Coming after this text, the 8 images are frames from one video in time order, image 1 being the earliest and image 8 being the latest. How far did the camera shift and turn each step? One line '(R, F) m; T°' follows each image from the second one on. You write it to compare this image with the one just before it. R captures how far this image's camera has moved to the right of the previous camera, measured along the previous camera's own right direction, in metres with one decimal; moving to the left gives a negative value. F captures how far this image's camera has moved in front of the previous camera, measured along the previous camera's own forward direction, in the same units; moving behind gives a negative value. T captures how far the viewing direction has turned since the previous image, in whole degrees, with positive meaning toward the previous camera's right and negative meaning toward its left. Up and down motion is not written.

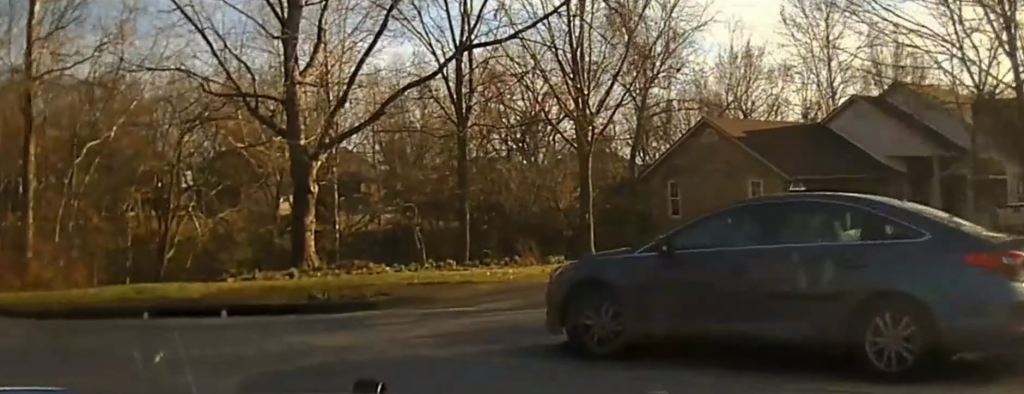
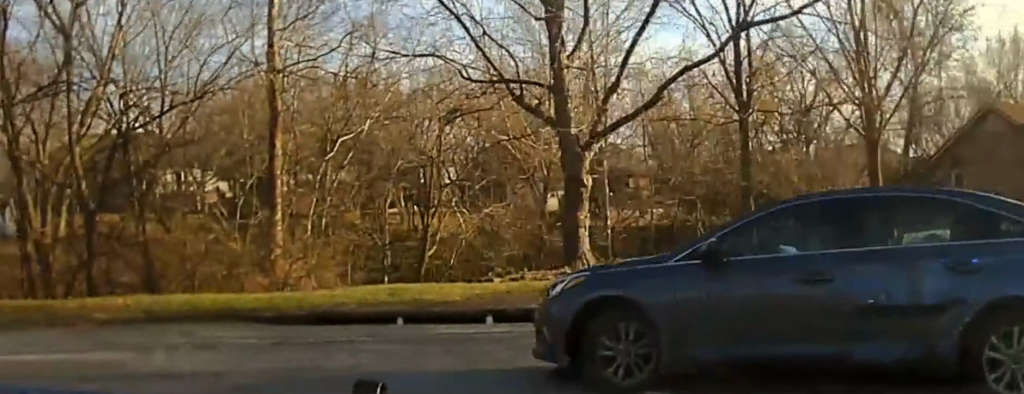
(-0.3, +1.9) m; -11°
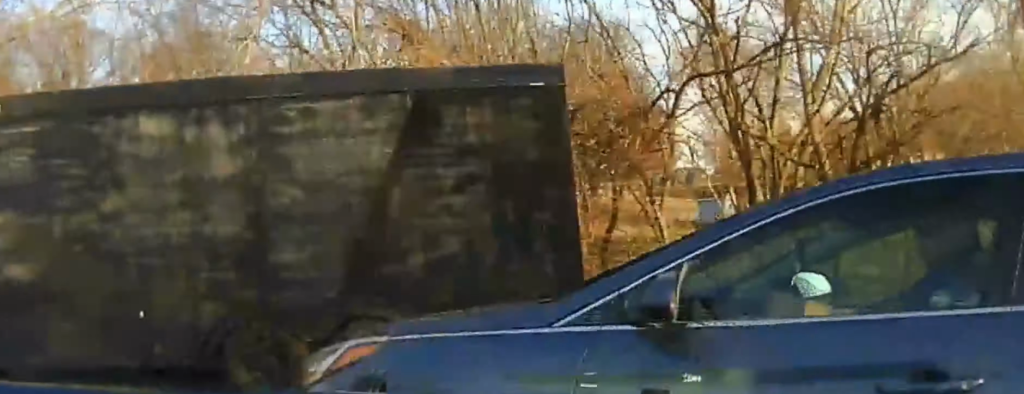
(-0.5, +2.9) m; -24°
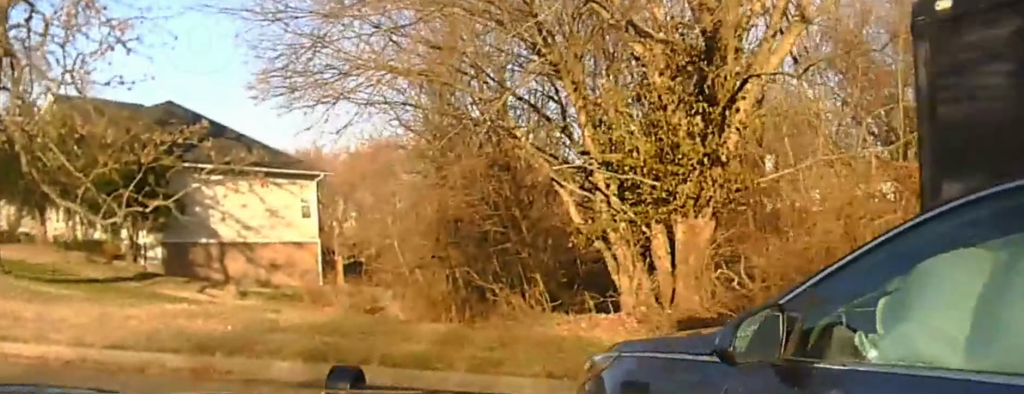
(-0.9, +2.9) m; -32°
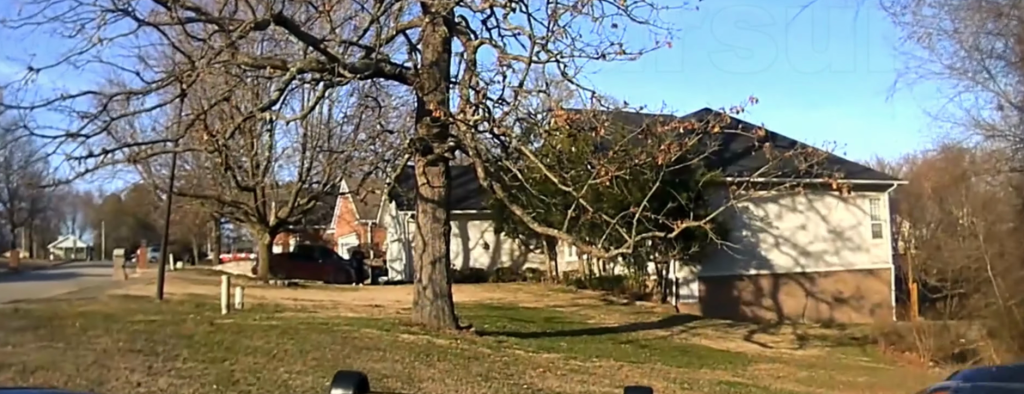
(-3.3, +5.8) m; -54°
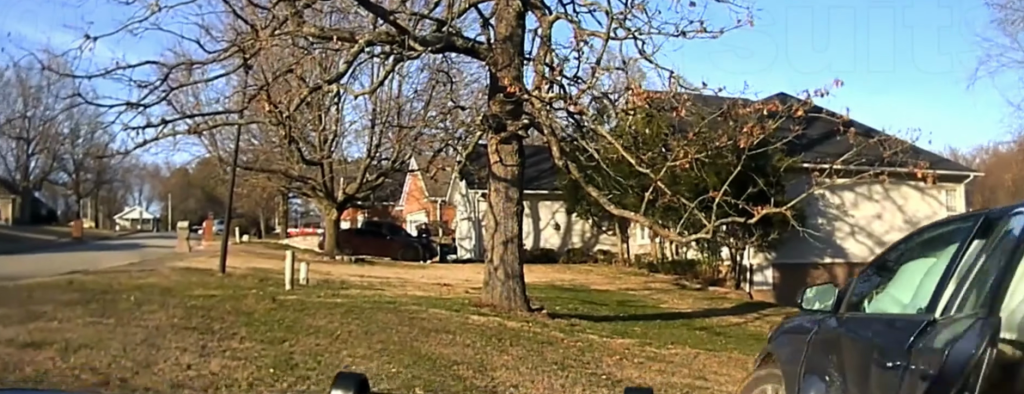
(-0.2, +2.1) m; -15°
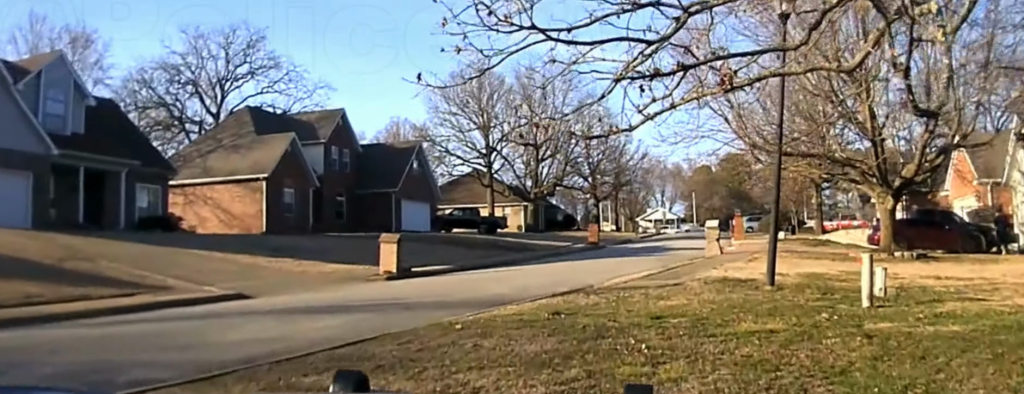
(-1.7, +5.9) m; -24°
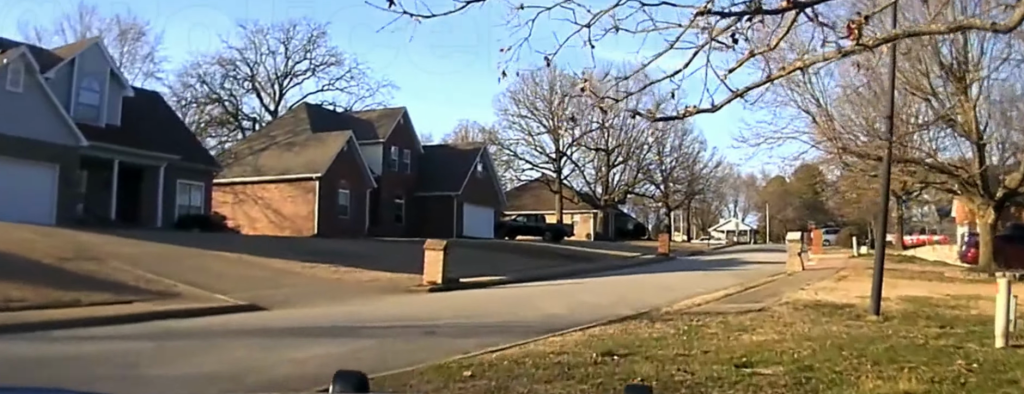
(-0.1, +2.8) m; -1°
